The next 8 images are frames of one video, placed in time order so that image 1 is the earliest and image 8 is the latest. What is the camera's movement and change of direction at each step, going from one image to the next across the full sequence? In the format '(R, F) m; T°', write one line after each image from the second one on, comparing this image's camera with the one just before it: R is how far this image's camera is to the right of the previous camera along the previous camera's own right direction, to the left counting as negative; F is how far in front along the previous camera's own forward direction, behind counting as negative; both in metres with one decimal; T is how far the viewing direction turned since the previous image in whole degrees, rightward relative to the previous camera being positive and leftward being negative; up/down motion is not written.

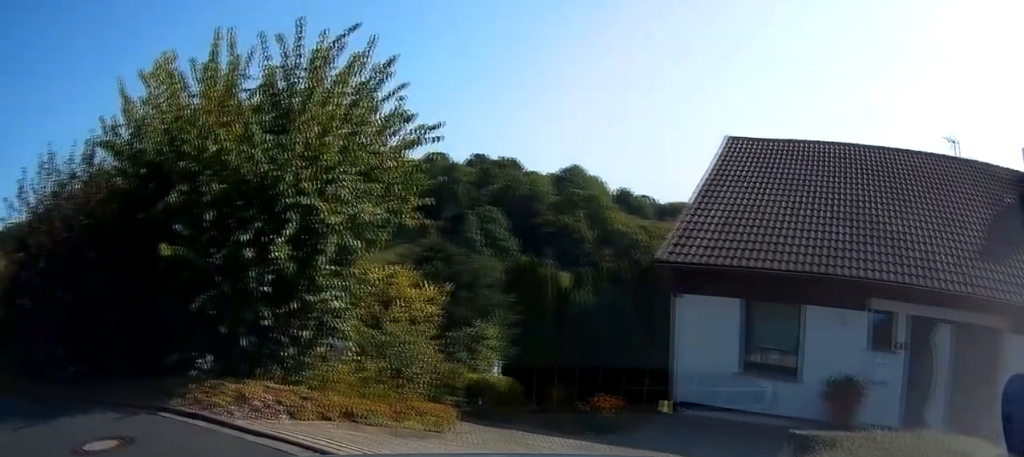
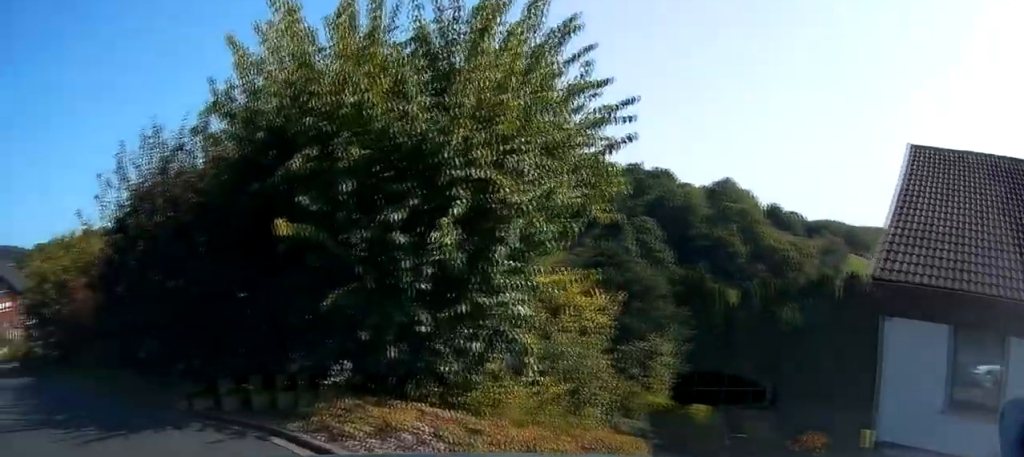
(-0.2, +1.7) m; -15°
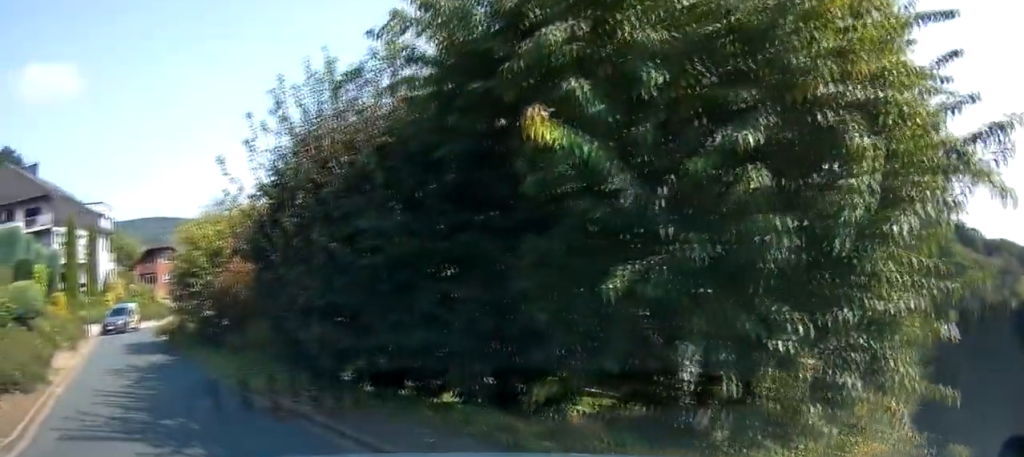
(-0.5, +2.5) m; -19°
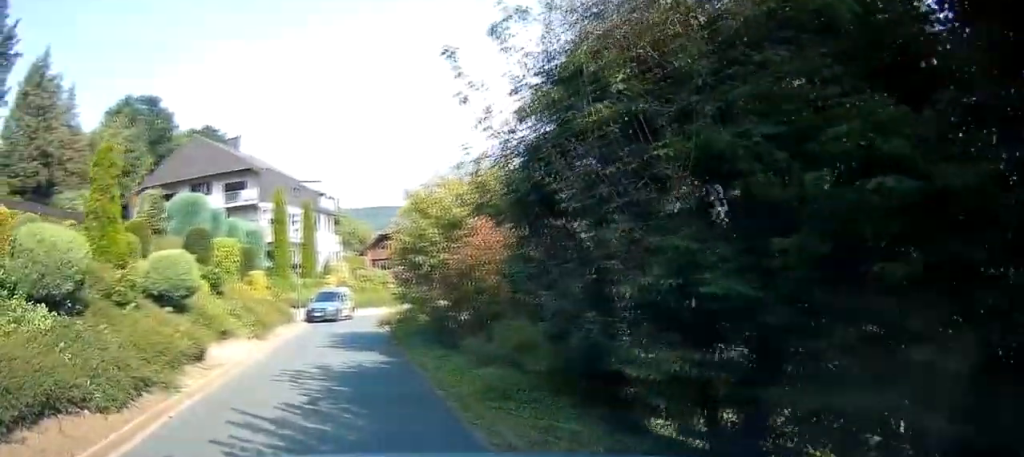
(-0.7, +3.9) m; -17°
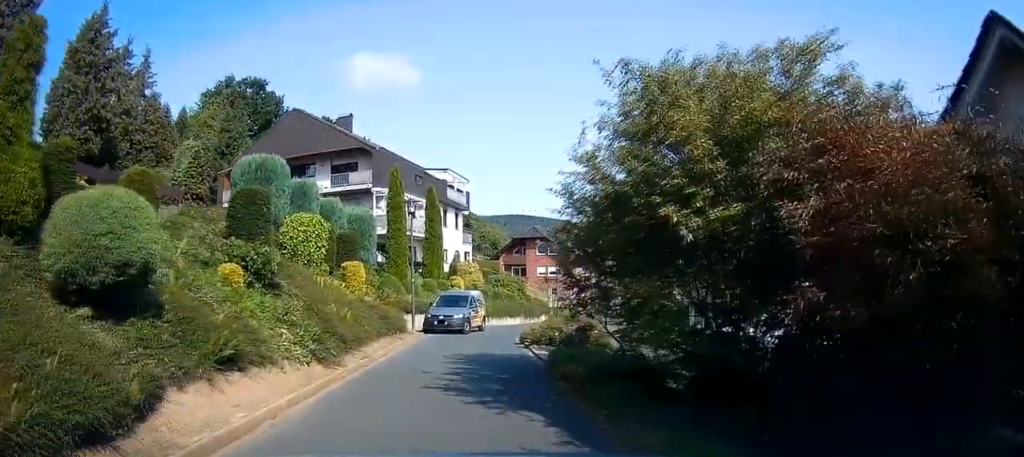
(-0.7, +6.6) m; -9°
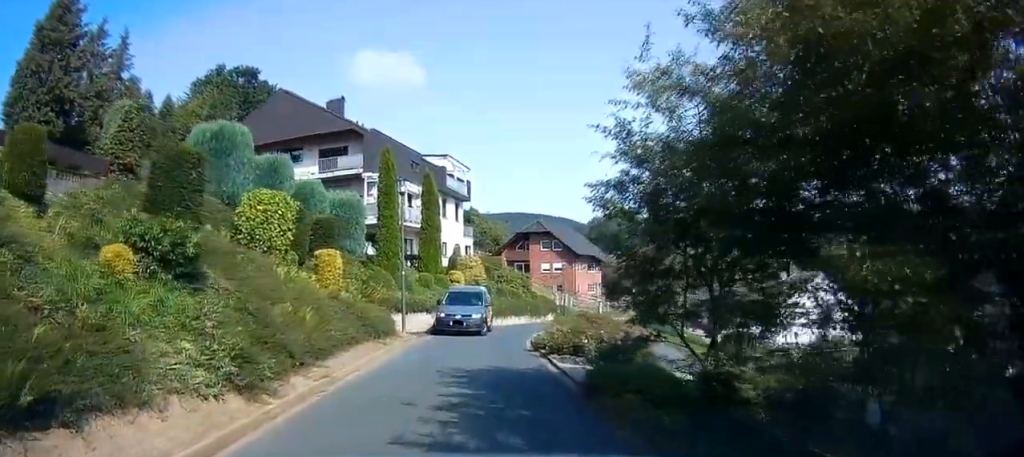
(0.0, +3.4) m; -3°
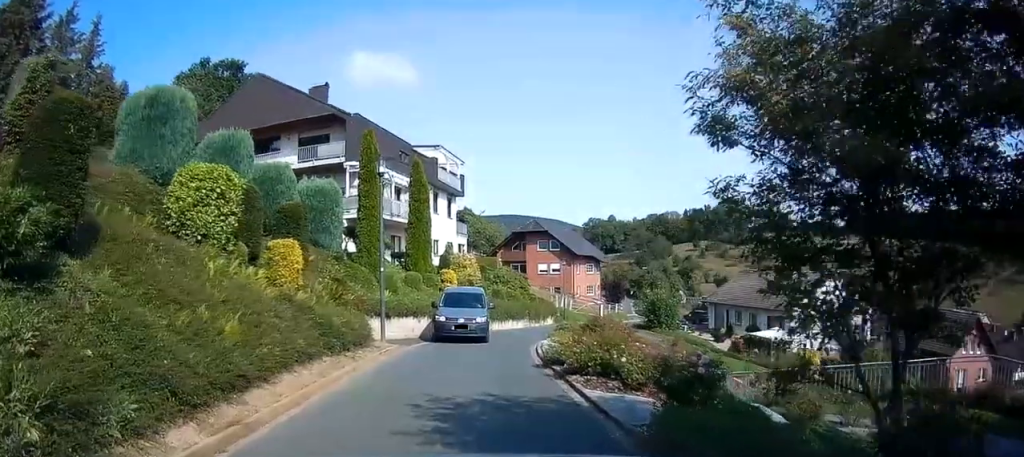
(-0.2, +3.1) m; -1°
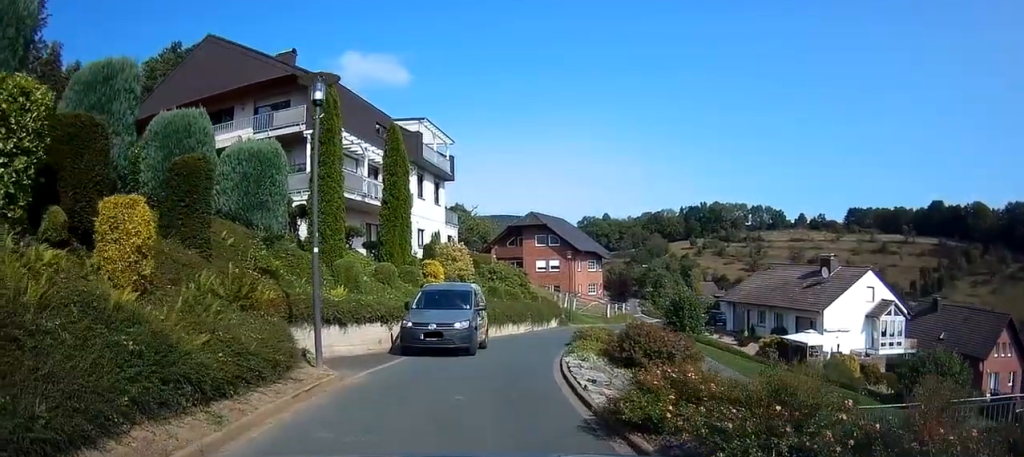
(-0.1, +7.2) m; -5°
